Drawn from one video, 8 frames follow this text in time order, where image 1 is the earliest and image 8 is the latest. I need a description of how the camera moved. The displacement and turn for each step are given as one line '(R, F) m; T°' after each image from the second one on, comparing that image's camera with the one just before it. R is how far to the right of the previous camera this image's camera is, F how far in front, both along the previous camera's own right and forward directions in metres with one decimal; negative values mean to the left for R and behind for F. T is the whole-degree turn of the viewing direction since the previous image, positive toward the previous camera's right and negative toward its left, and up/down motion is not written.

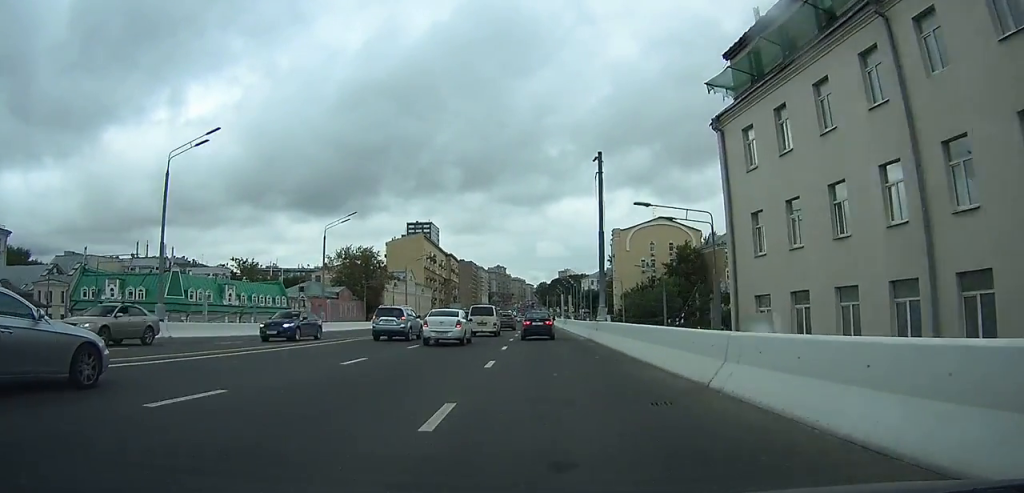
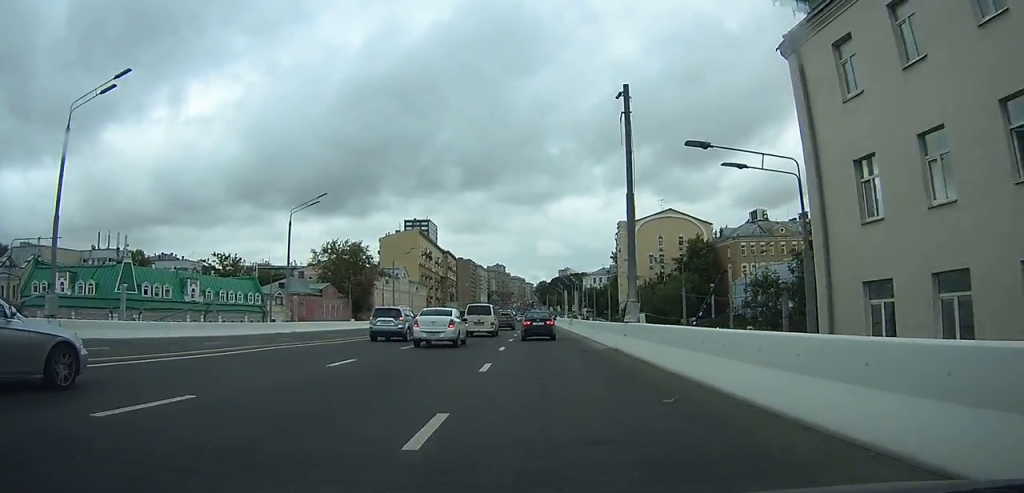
(0.0, +9.2) m; 0°
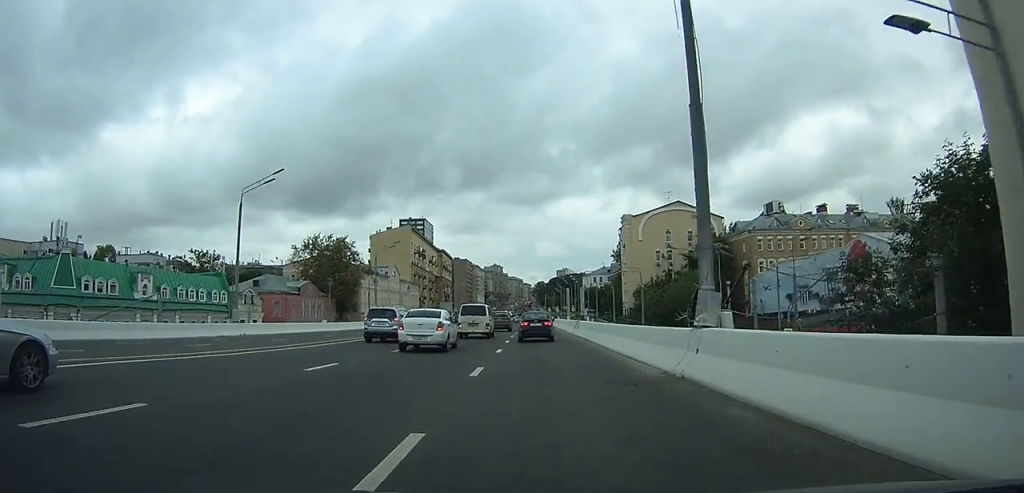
(0.0, +9.2) m; 0°
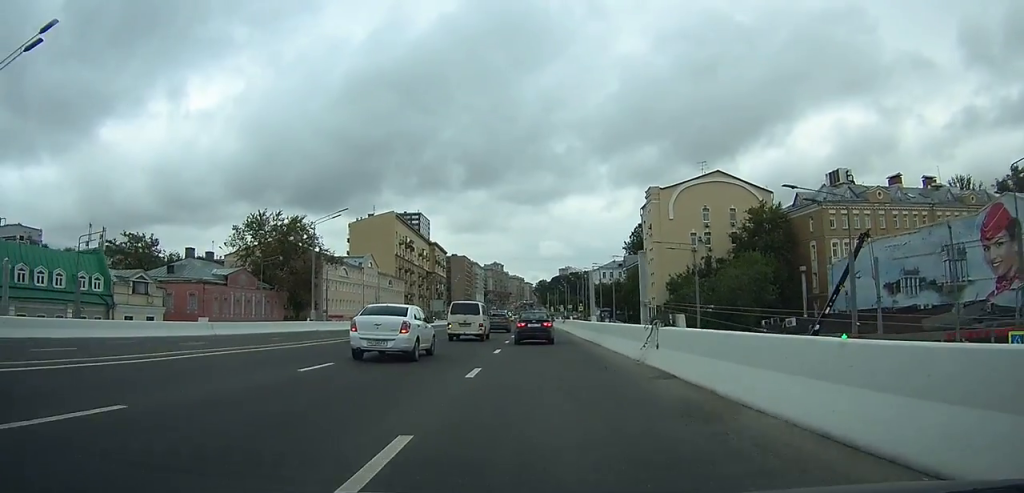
(+0.1, +24.5) m; 0°
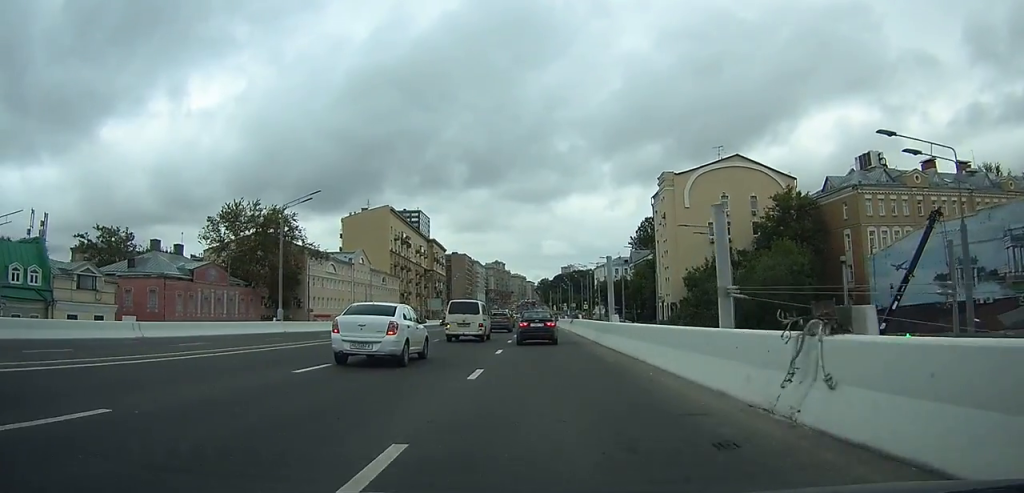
(0.0, +8.4) m; 0°
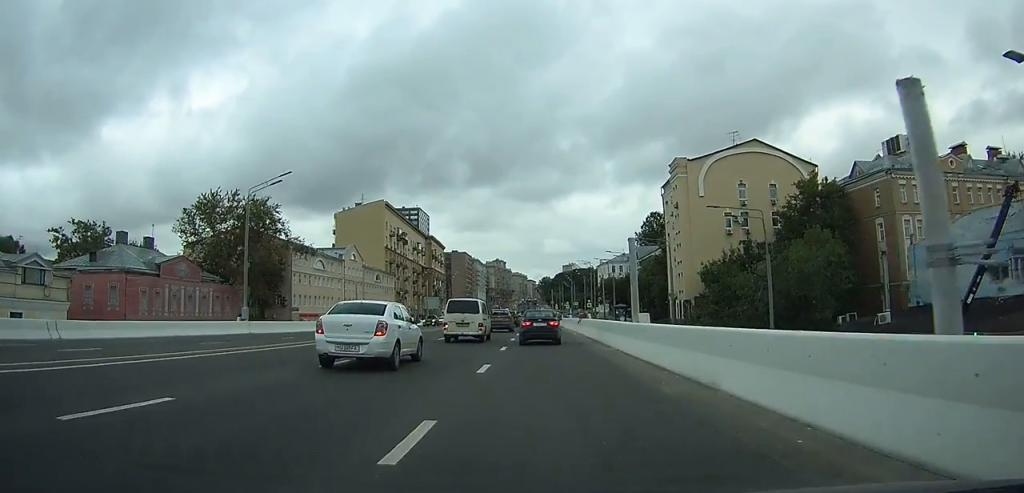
(0.0, +6.7) m; 0°
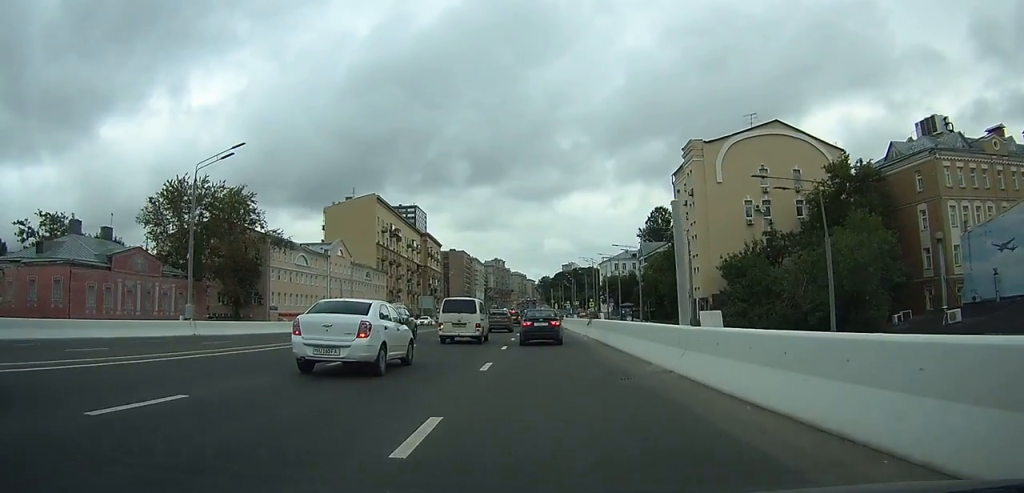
(0.0, +7.7) m; 0°
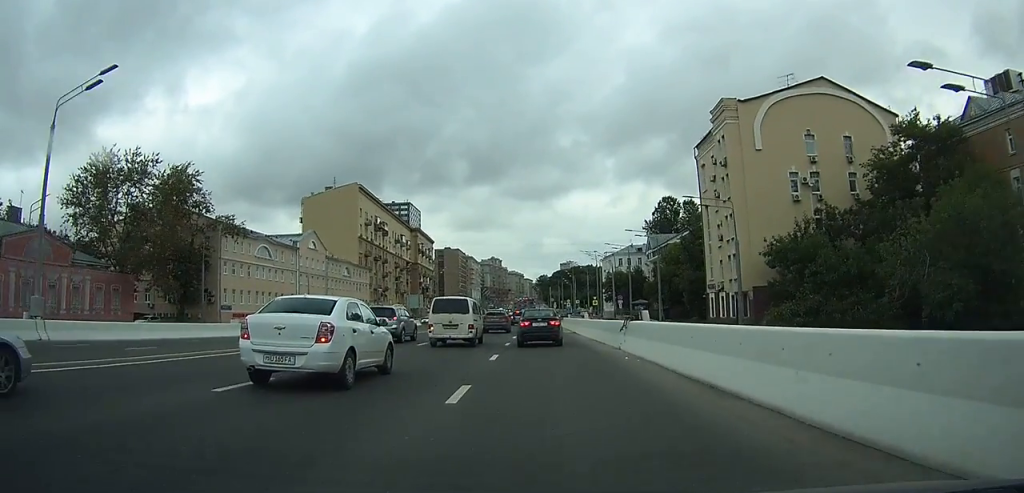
(+0.1, +13.1) m; 0°
